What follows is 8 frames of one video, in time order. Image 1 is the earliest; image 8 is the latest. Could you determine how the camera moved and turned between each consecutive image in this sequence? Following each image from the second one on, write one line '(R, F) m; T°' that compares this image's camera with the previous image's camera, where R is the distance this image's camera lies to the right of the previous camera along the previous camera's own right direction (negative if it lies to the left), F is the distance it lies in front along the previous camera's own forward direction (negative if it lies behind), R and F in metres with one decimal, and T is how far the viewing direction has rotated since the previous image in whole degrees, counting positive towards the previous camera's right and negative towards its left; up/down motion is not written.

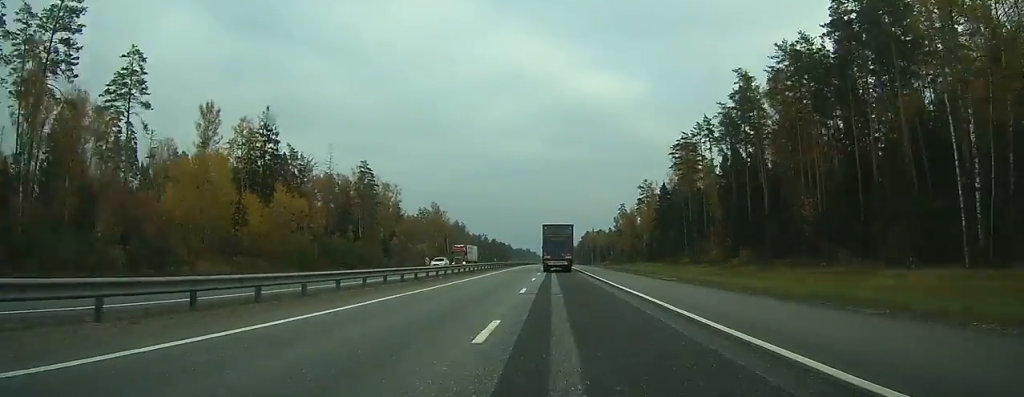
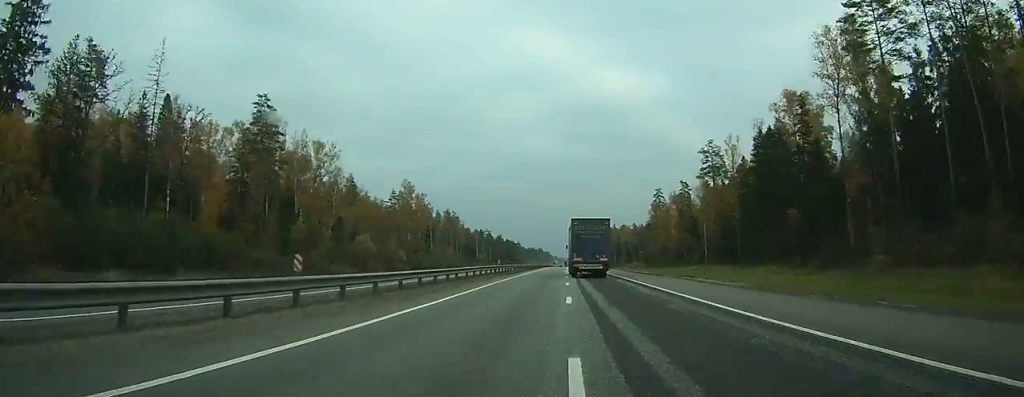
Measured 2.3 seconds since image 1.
(-0.5, +66.1) m; -1°
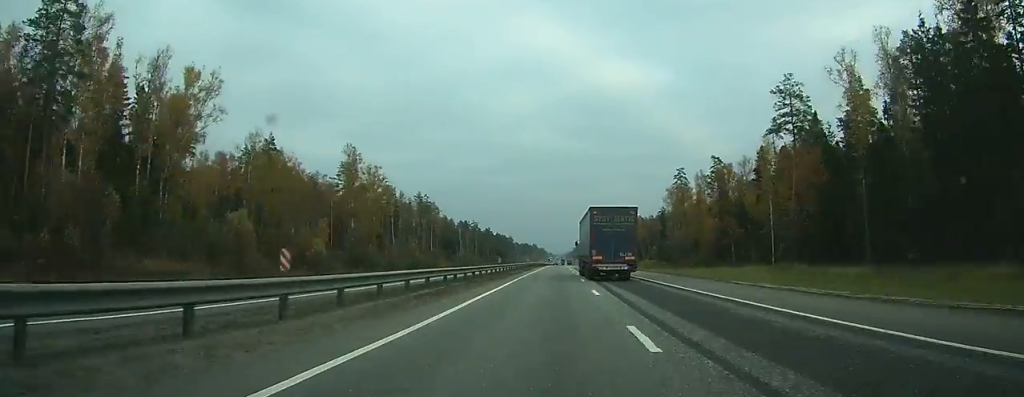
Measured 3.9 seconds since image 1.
(0.0, +43.9) m; 0°
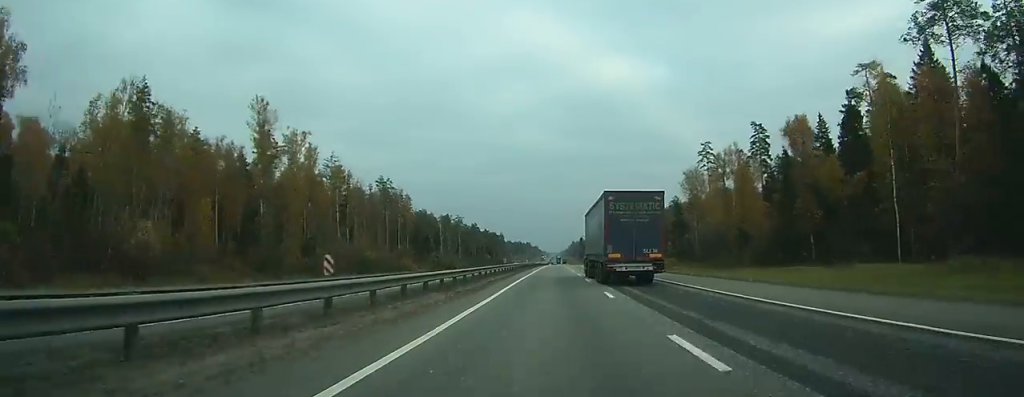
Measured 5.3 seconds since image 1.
(+0.1, +37.5) m; 0°
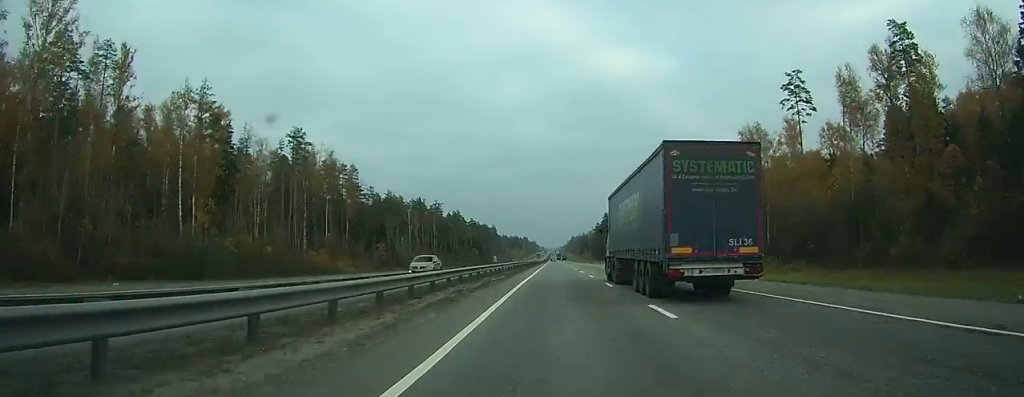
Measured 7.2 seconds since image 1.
(+0.3, +55.4) m; +1°
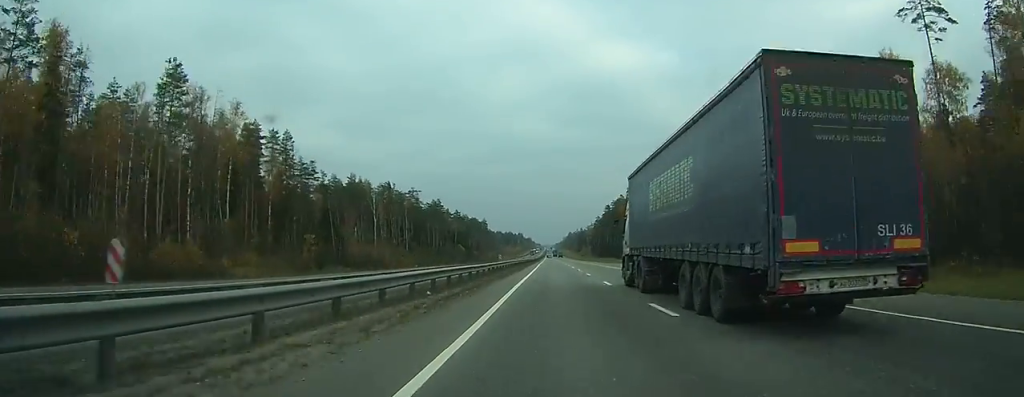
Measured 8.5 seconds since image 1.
(+0.1, +35.7) m; 0°
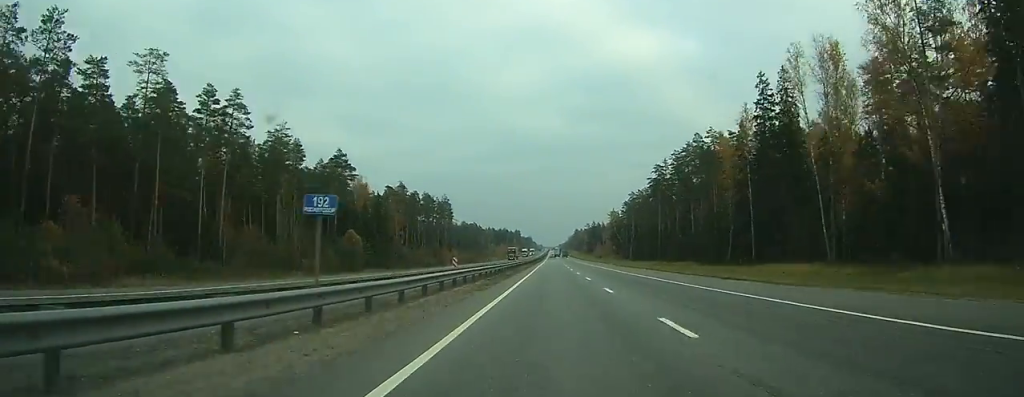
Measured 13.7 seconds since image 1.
(+0.9, +147.3) m; +1°
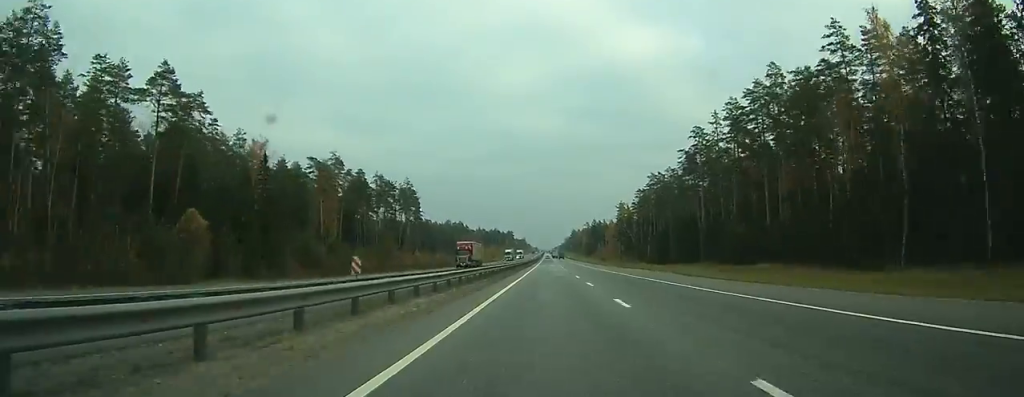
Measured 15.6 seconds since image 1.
(+0.1, +58.0) m; 0°
